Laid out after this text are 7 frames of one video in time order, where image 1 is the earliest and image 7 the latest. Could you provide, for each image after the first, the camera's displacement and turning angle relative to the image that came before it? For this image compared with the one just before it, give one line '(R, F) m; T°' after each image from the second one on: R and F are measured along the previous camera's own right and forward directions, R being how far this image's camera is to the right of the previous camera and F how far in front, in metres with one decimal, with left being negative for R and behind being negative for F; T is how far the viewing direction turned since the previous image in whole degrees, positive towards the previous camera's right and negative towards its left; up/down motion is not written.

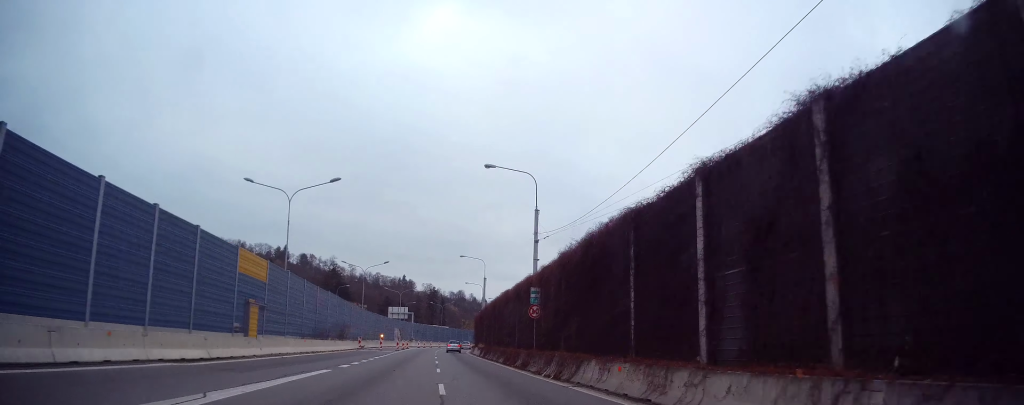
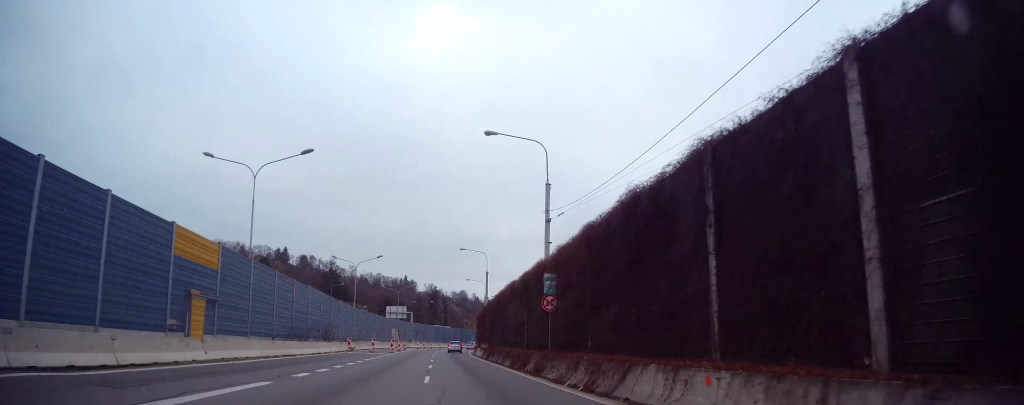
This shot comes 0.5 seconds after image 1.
(+0.2, +5.8) m; 0°
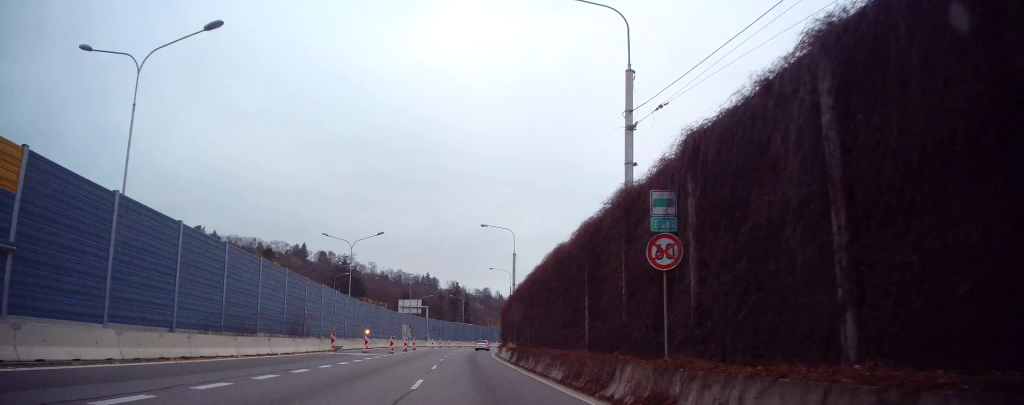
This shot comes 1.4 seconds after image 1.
(-0.4, +11.6) m; -3°
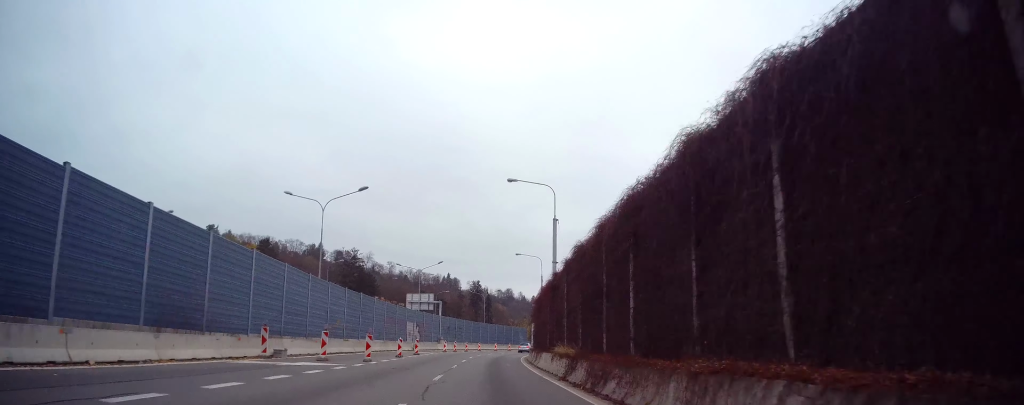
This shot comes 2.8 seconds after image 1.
(-0.4, +15.2) m; -2°
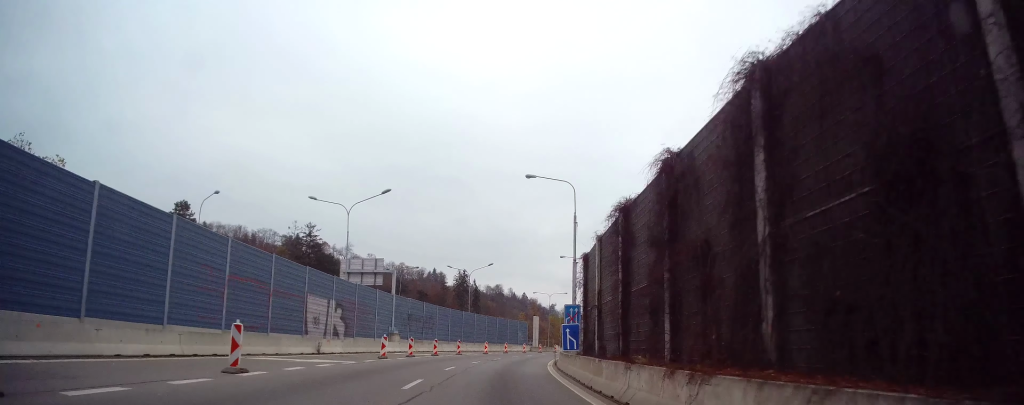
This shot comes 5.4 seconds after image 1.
(+0.1, +30.0) m; +1°
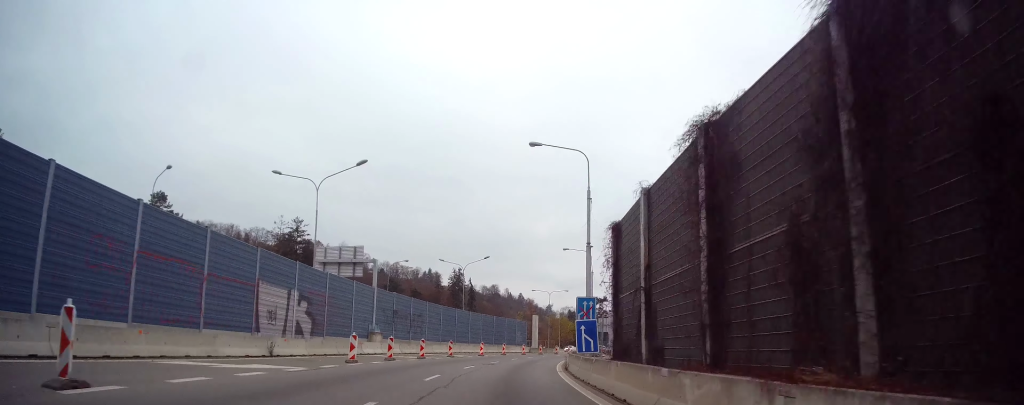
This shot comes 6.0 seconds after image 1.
(-0.1, +6.4) m; 0°
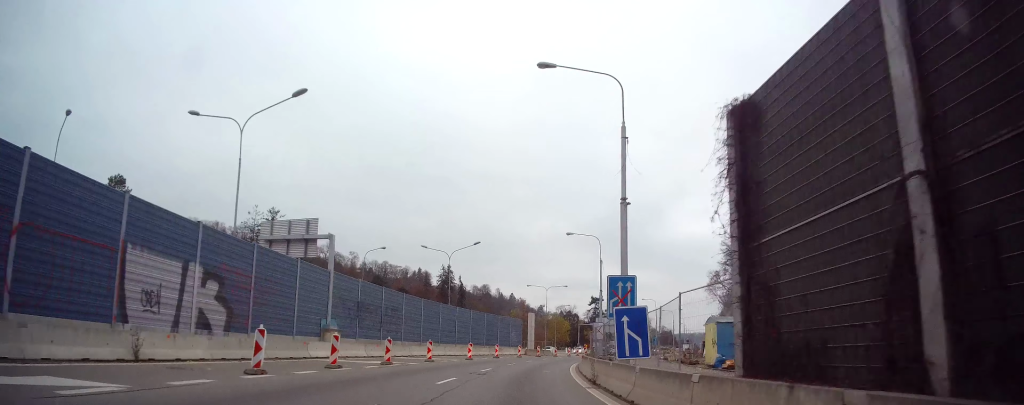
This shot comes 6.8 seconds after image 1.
(-0.1, +9.0) m; +1°
